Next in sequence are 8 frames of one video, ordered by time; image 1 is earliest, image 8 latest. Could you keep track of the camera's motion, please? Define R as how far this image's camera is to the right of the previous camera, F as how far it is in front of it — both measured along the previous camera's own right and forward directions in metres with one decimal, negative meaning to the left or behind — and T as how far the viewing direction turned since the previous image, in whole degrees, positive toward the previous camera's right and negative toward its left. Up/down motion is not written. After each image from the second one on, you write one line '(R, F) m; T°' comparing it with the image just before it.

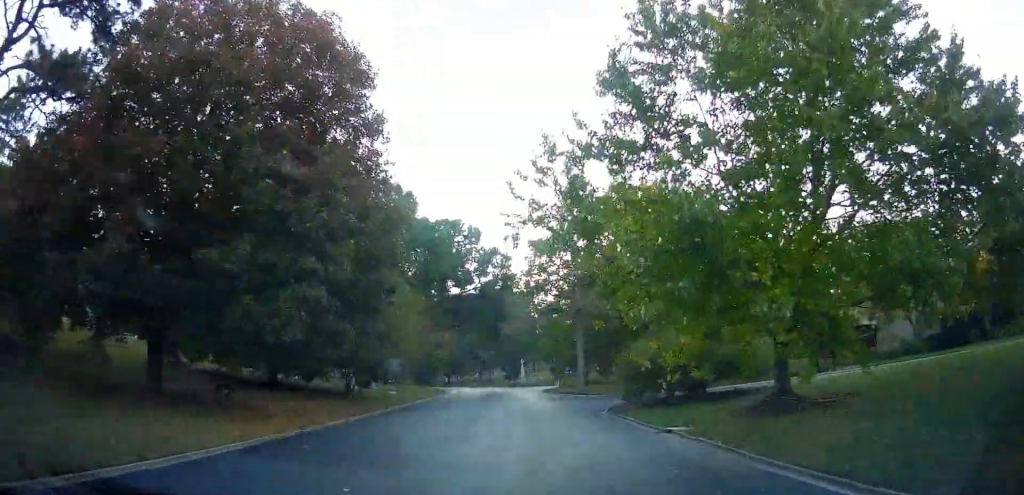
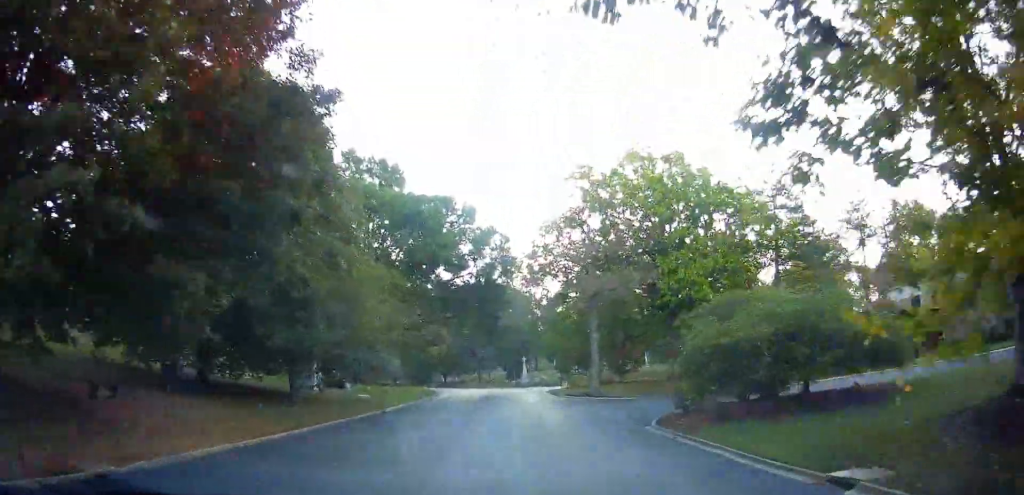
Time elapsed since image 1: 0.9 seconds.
(-0.3, +8.4) m; -3°
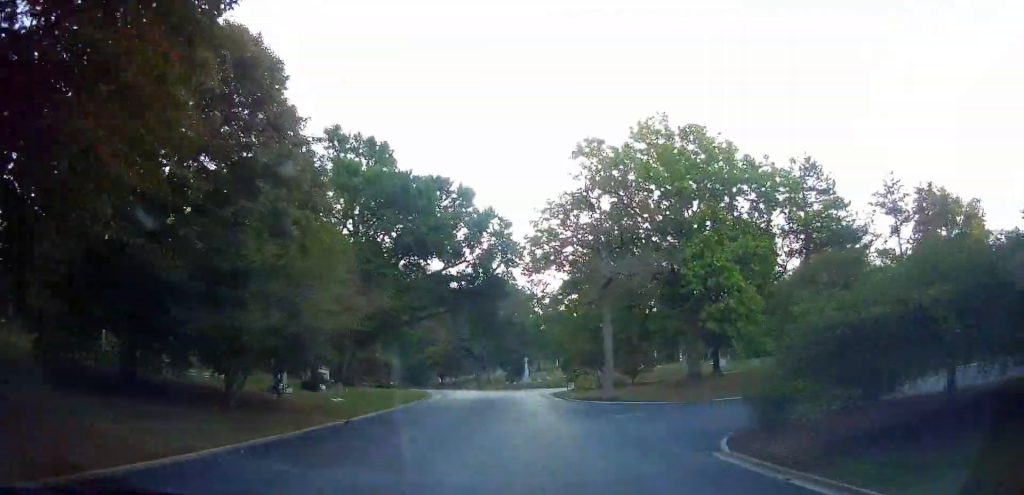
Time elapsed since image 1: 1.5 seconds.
(-0.2, +5.8) m; -2°
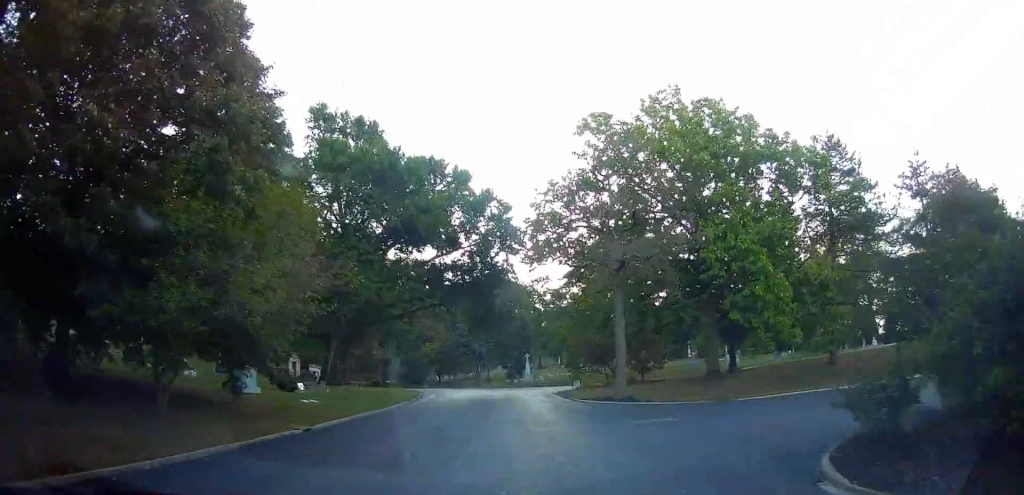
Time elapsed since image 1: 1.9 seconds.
(0.0, +4.2) m; +1°
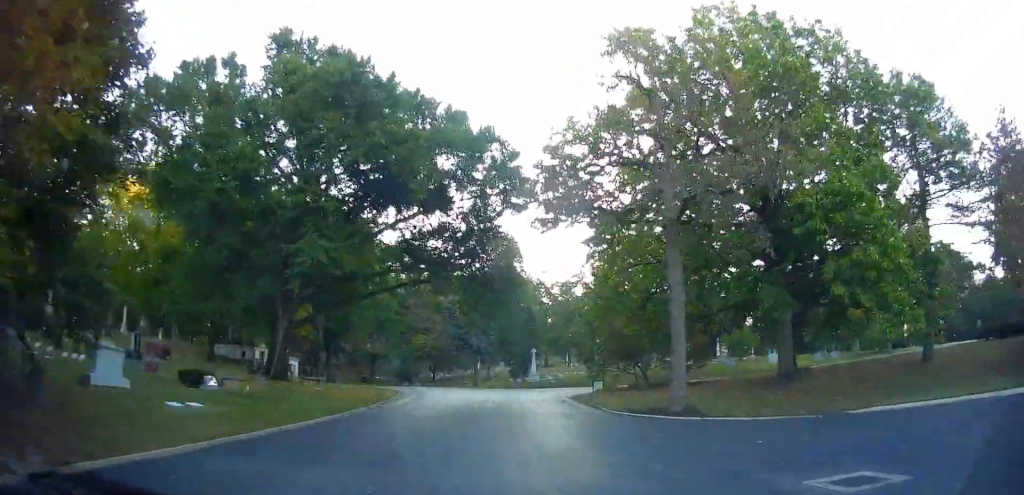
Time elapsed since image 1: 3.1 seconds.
(+0.3, +11.0) m; +3°
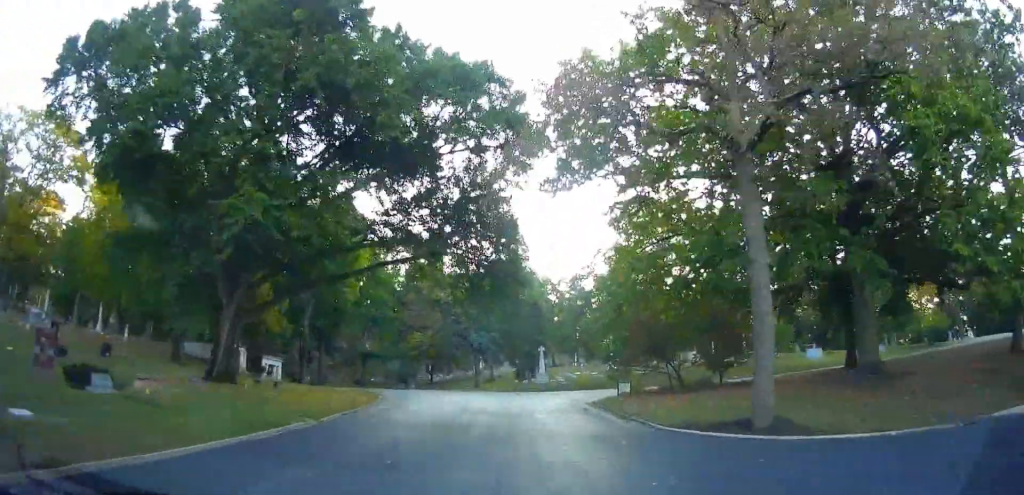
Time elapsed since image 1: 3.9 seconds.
(+0.1, +7.3) m; +1°
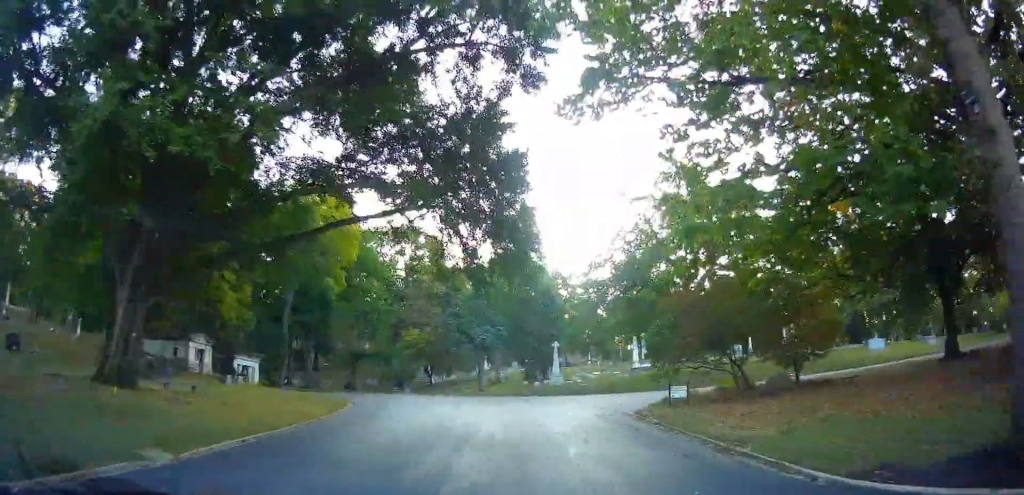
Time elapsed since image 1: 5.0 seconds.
(0.0, +8.7) m; 0°
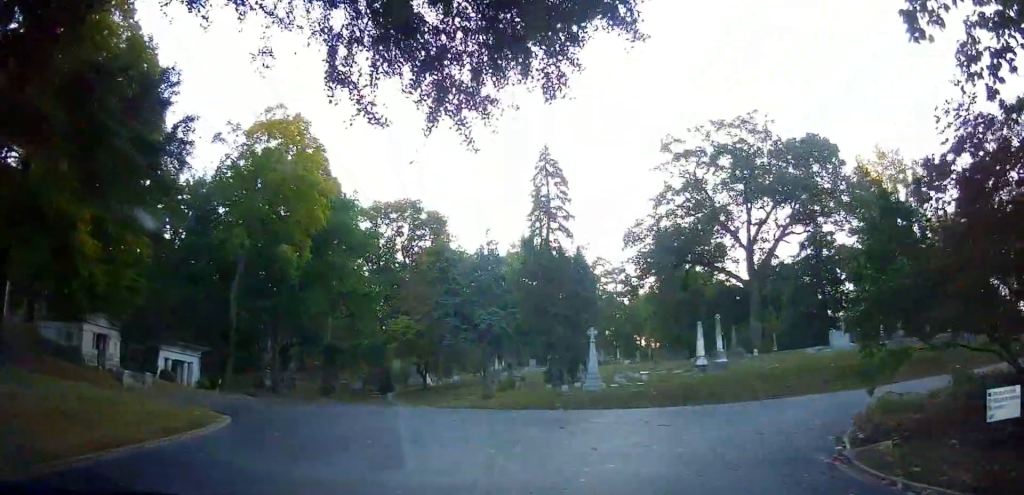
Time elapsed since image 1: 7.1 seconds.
(0.0, +15.0) m; -1°
